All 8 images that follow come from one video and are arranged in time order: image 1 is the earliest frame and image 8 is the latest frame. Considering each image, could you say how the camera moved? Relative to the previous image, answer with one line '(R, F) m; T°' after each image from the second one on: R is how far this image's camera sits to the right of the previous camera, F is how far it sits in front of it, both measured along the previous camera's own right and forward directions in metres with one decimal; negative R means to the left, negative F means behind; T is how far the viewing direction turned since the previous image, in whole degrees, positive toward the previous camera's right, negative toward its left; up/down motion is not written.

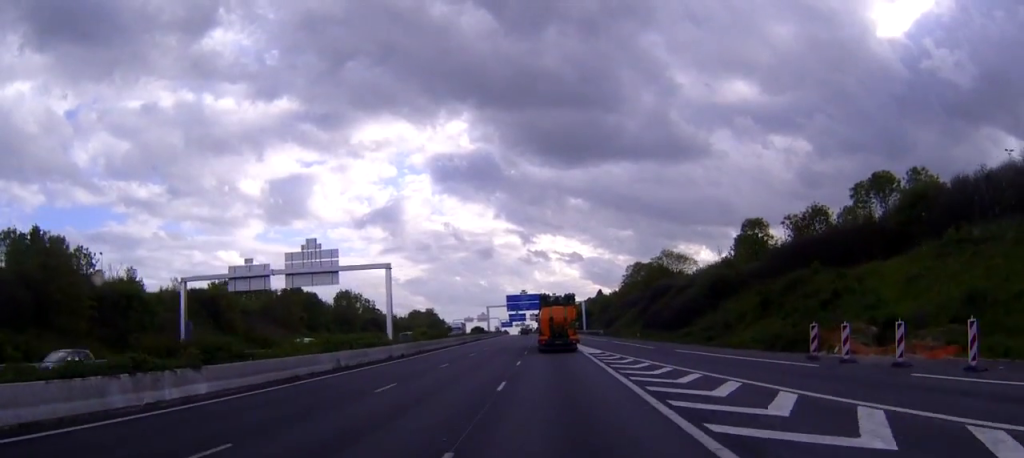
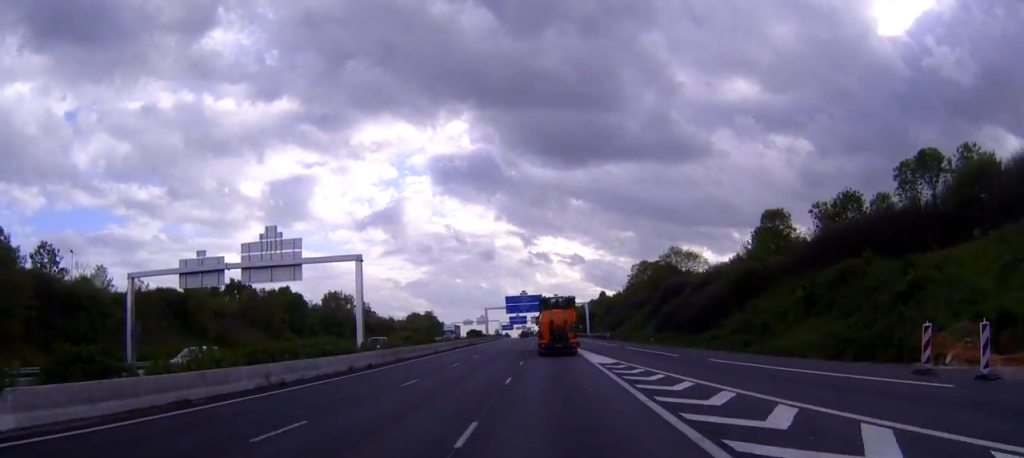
(0.0, +9.1) m; 0°
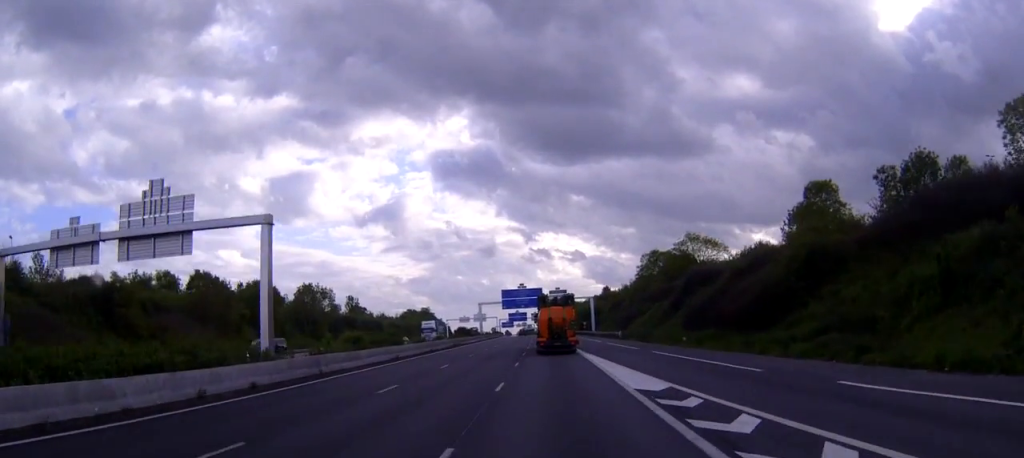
(0.0, +16.1) m; 0°
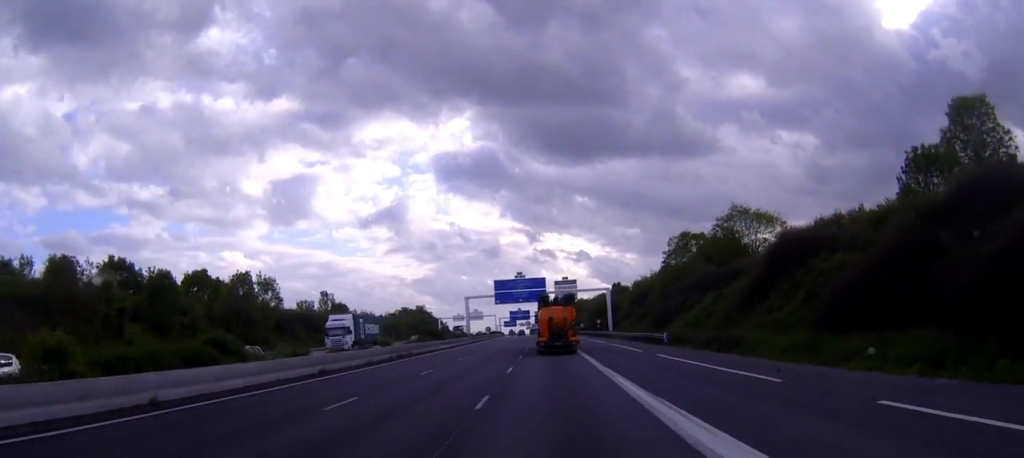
(-0.1, +30.9) m; 0°
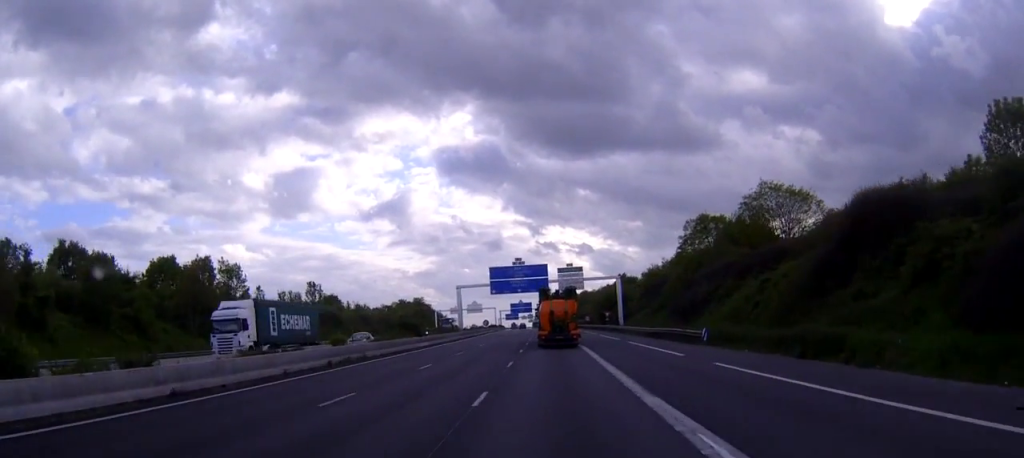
(0.0, +13.3) m; 0°
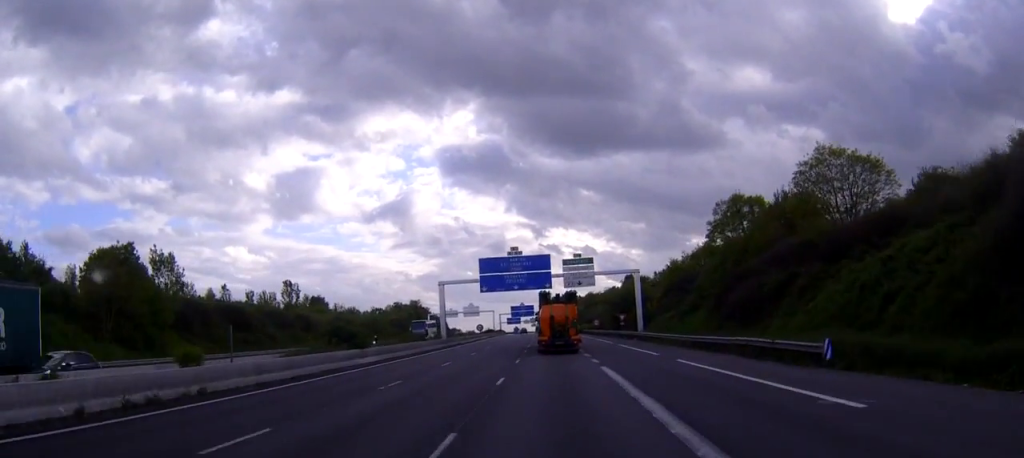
(0.0, +19.0) m; 0°
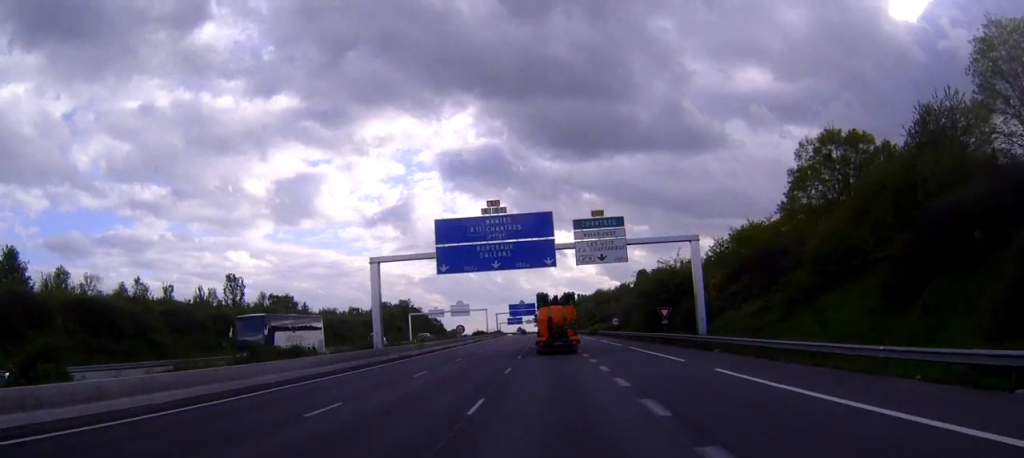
(-0.2, +33.3) m; 0°
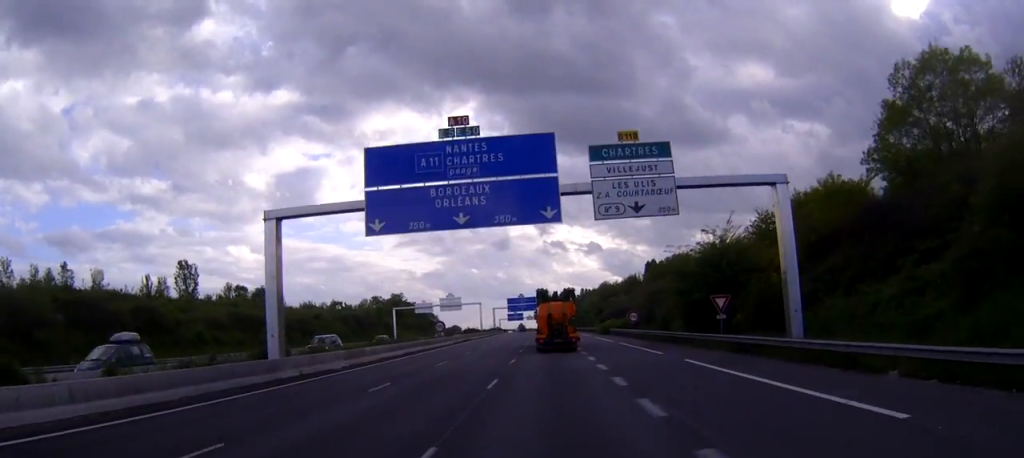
(+0.1, +19.9) m; 0°
